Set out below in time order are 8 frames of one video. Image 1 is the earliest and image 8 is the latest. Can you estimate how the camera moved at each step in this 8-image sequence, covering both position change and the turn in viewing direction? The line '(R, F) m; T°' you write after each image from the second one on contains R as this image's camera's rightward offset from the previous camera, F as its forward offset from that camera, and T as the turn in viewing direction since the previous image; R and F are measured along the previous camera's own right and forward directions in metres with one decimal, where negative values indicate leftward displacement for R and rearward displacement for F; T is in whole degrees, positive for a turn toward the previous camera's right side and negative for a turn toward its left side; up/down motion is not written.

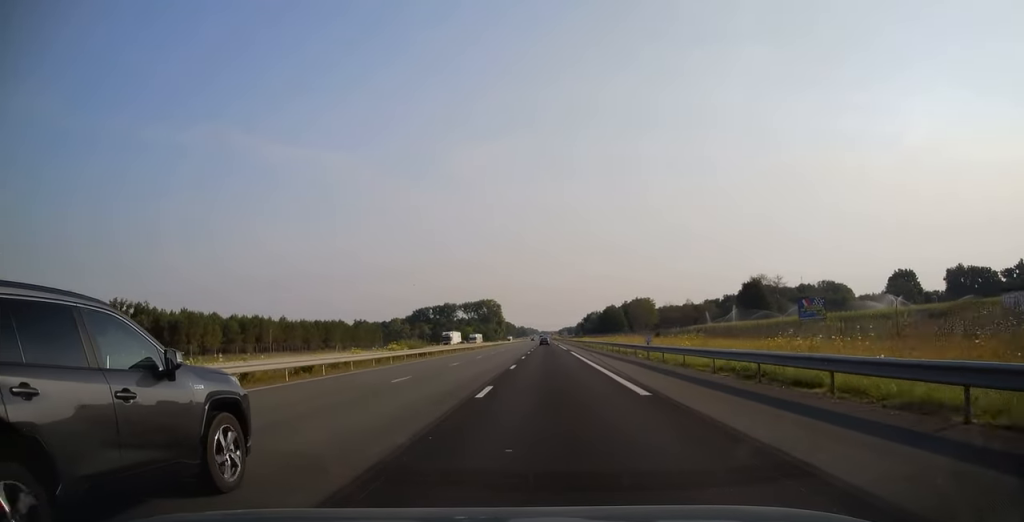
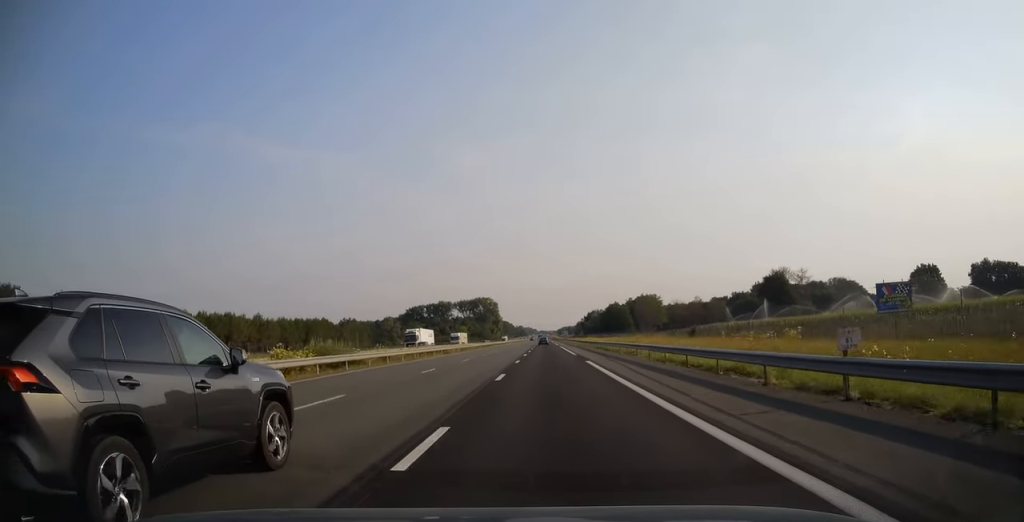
(0.0, +20.6) m; 0°
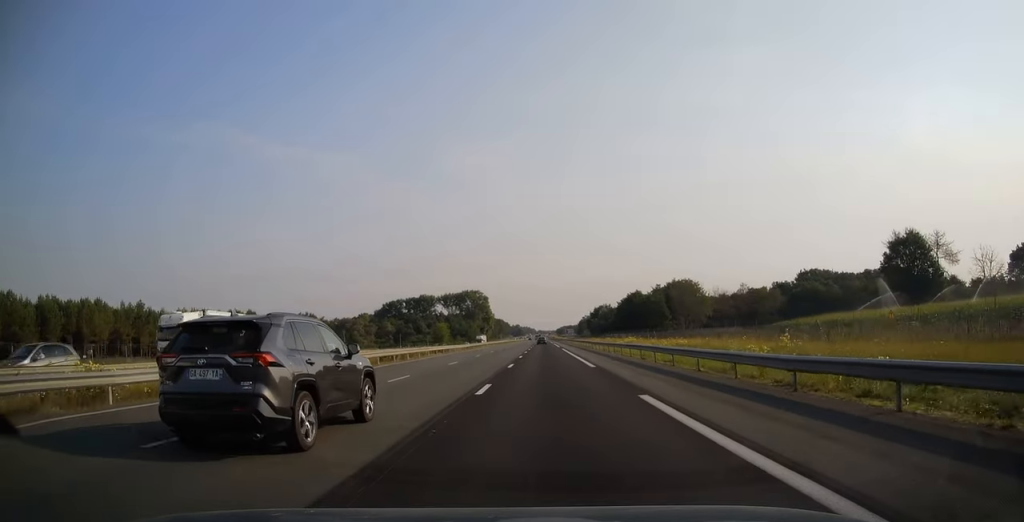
(0.0, +69.6) m; 0°
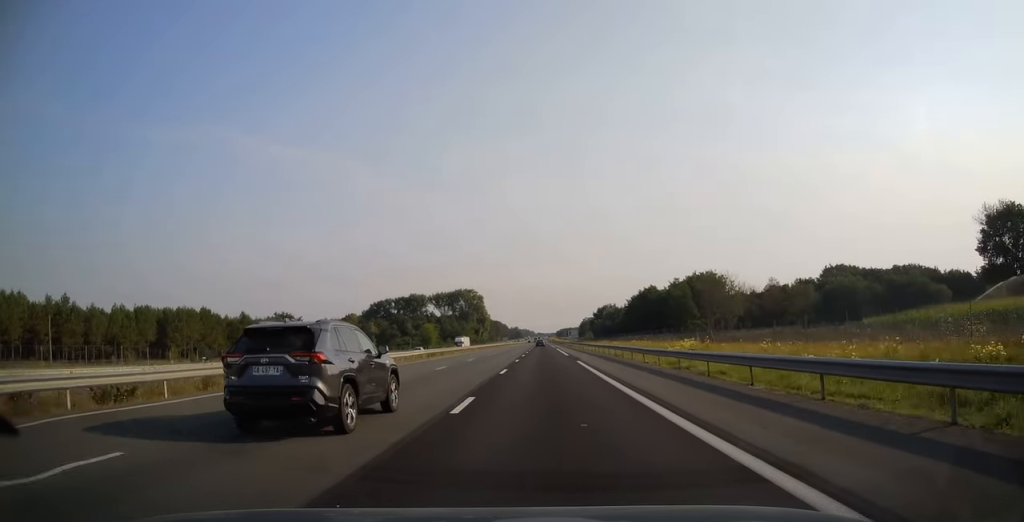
(+0.1, +29.6) m; 0°
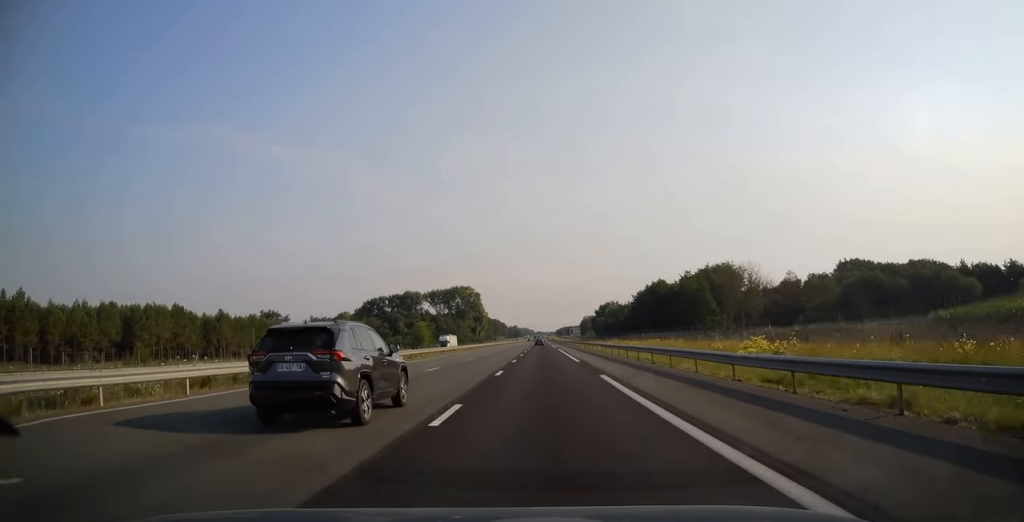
(0.0, +14.8) m; 0°
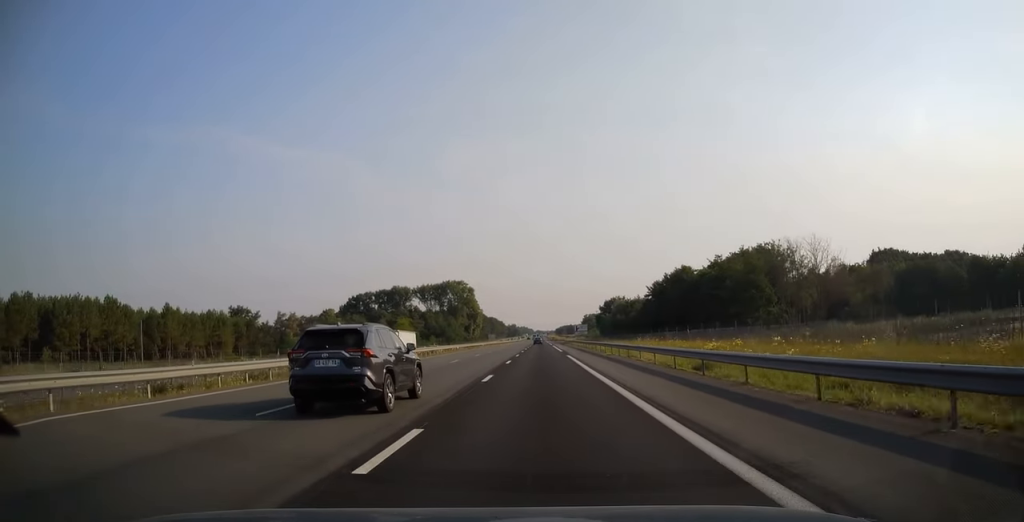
(-0.1, +29.6) m; 0°
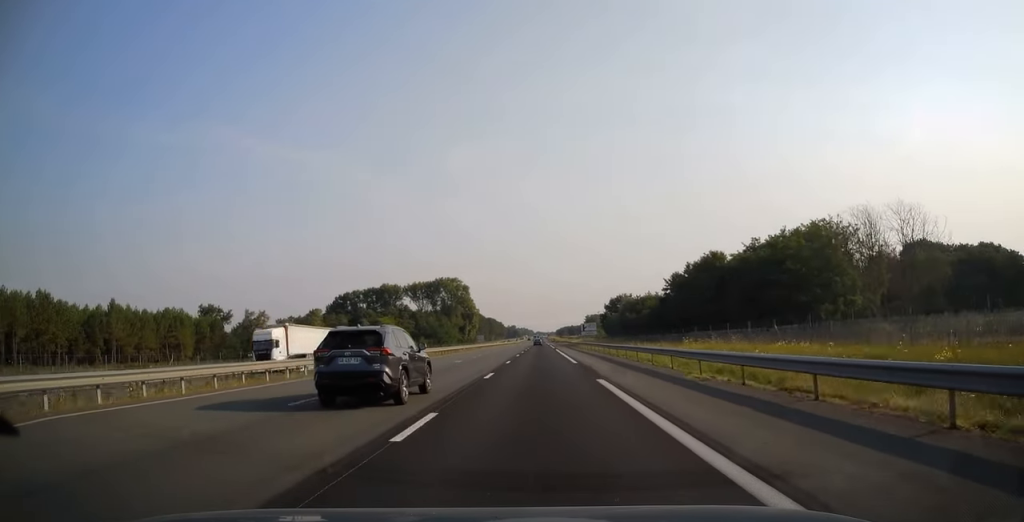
(+0.1, +24.1) m; 0°
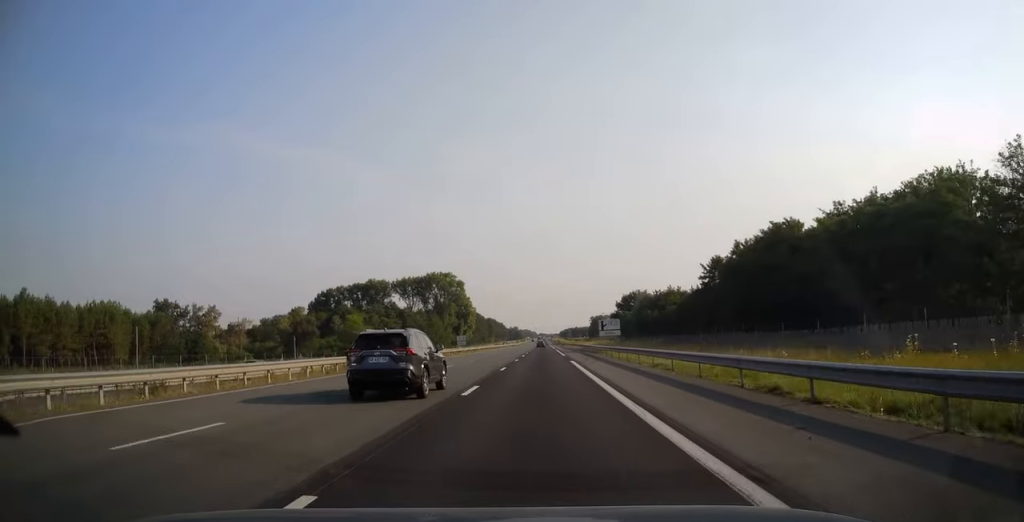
(0.0, +32.0) m; 0°
